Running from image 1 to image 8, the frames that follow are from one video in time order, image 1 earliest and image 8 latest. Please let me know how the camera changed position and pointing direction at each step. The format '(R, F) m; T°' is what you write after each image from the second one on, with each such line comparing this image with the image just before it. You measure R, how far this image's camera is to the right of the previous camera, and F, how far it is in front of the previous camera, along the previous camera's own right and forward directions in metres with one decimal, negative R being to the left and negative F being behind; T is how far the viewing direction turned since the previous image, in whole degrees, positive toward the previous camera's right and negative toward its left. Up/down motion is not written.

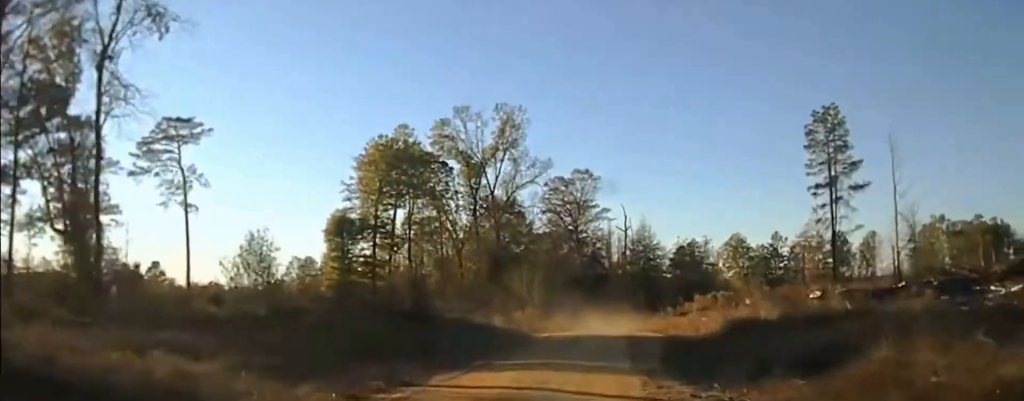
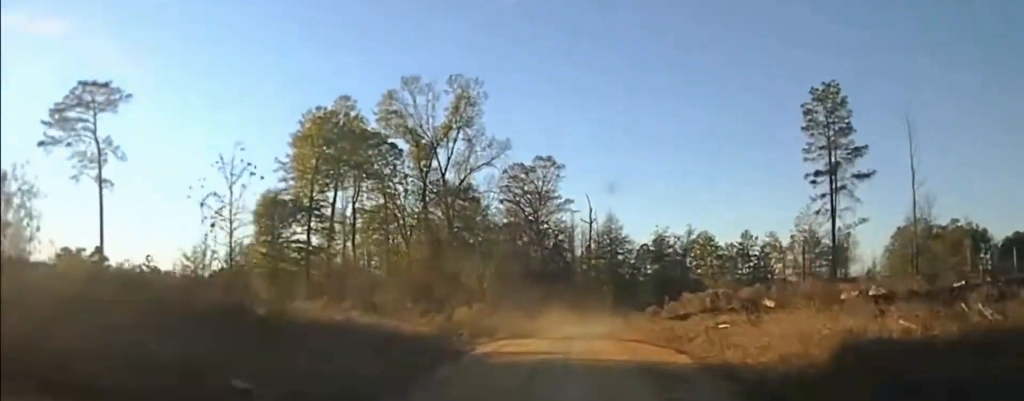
(+0.6, +12.9) m; +5°
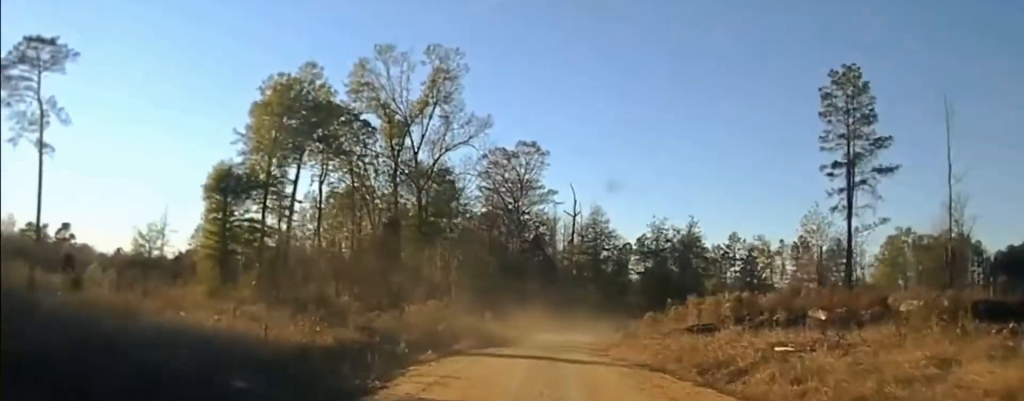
(+0.3, +11.4) m; +2°
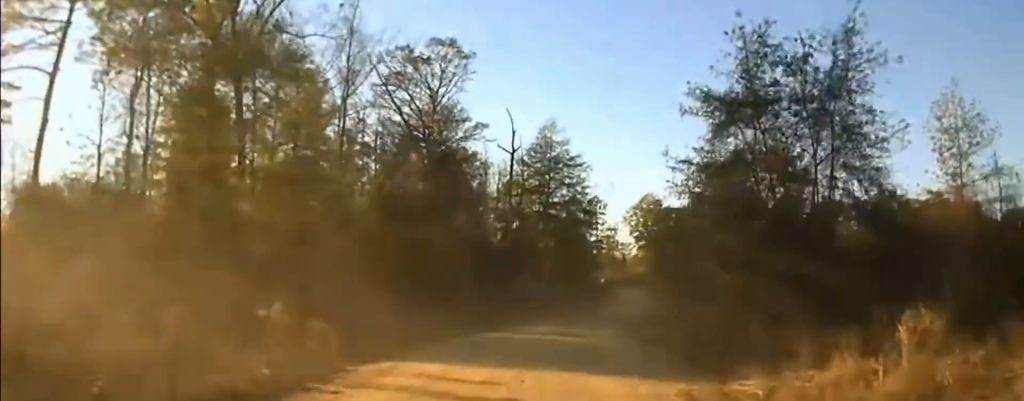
(+2.6, +47.6) m; +5°
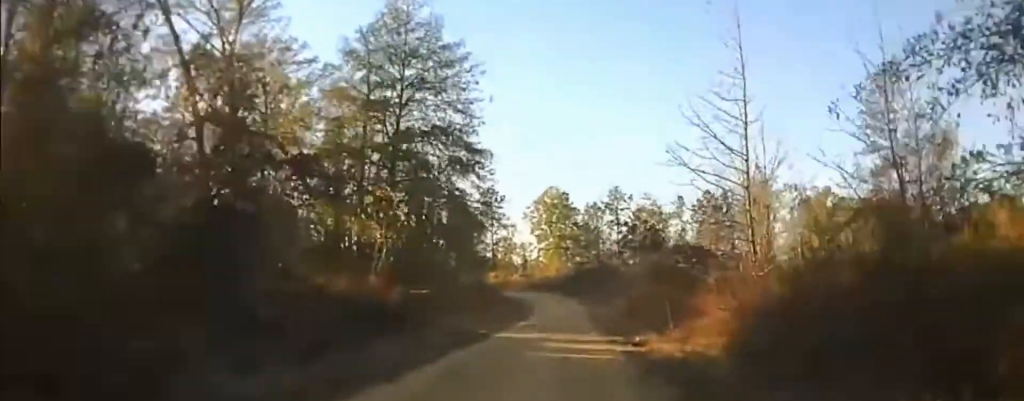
(+1.4, +34.1) m; +5°
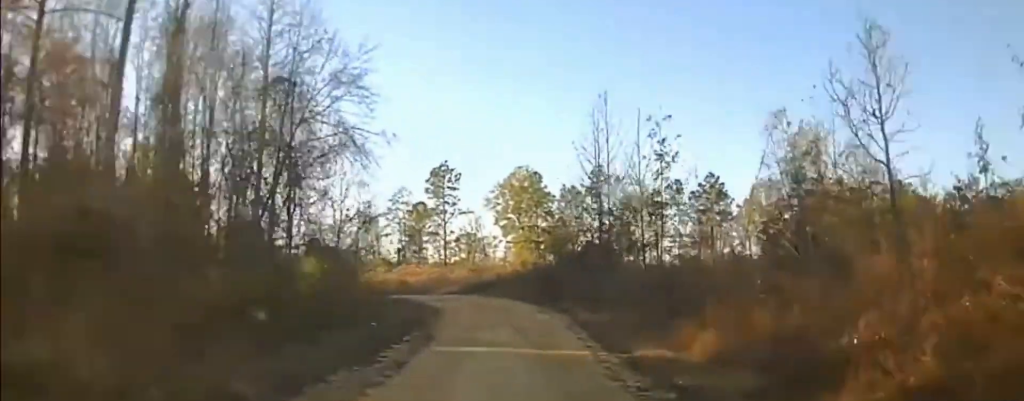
(+0.8, +27.3) m; +2°
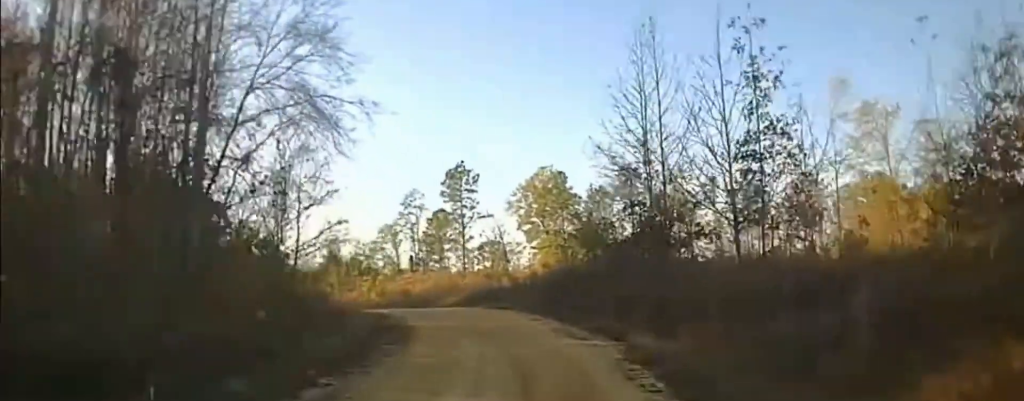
(0.0, +8.4) m; -1°
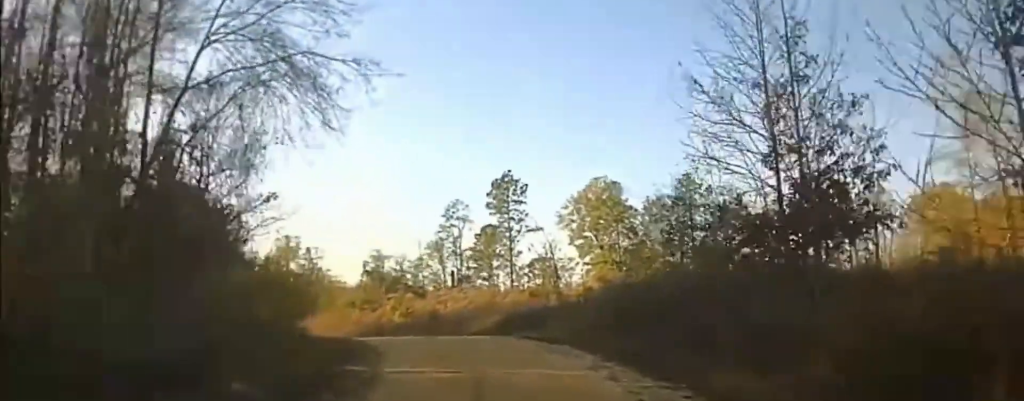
(+0.1, +8.3) m; -2°
